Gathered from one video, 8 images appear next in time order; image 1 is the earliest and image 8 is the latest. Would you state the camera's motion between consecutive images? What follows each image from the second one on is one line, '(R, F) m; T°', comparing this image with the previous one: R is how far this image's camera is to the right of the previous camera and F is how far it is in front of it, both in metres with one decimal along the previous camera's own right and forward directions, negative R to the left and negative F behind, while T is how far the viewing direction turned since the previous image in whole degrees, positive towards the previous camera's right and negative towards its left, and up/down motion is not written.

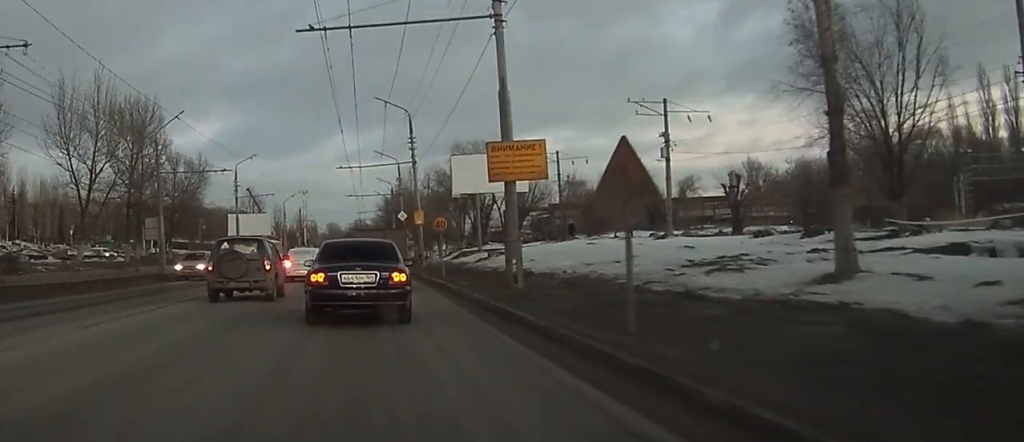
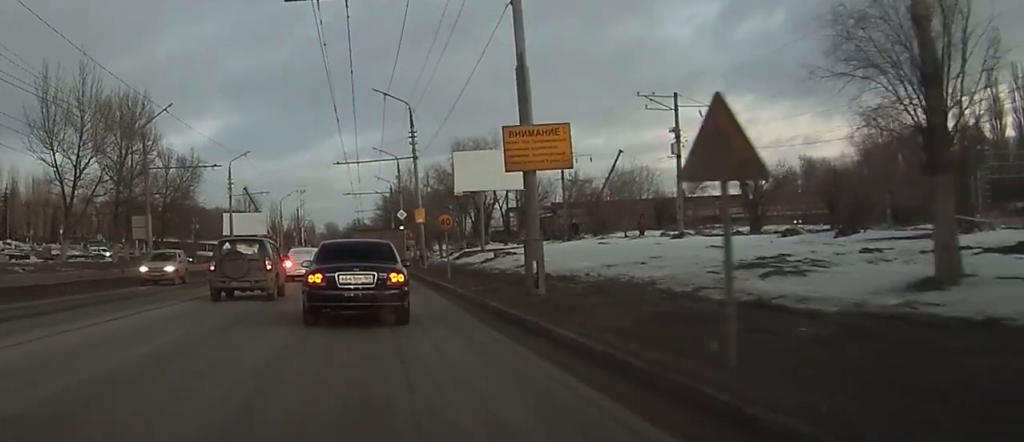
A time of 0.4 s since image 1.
(0.0, +3.3) m; 0°
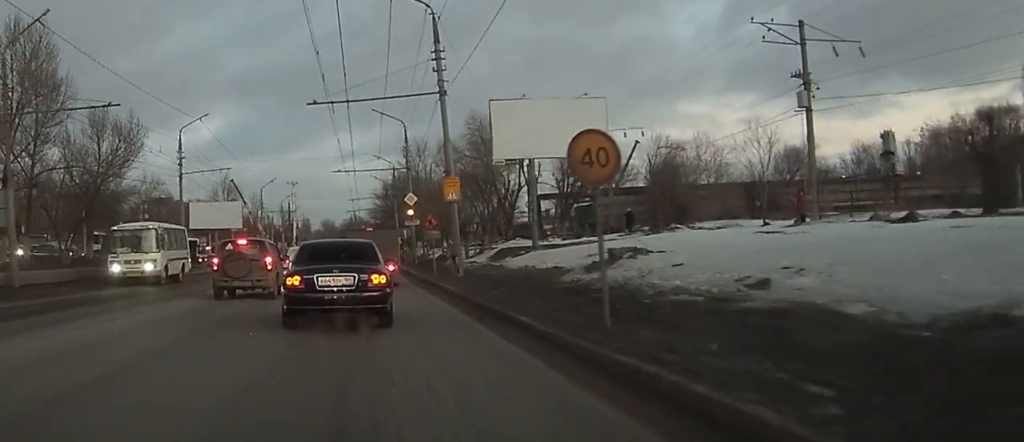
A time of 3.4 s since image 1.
(+0.4, +22.9) m; +2°
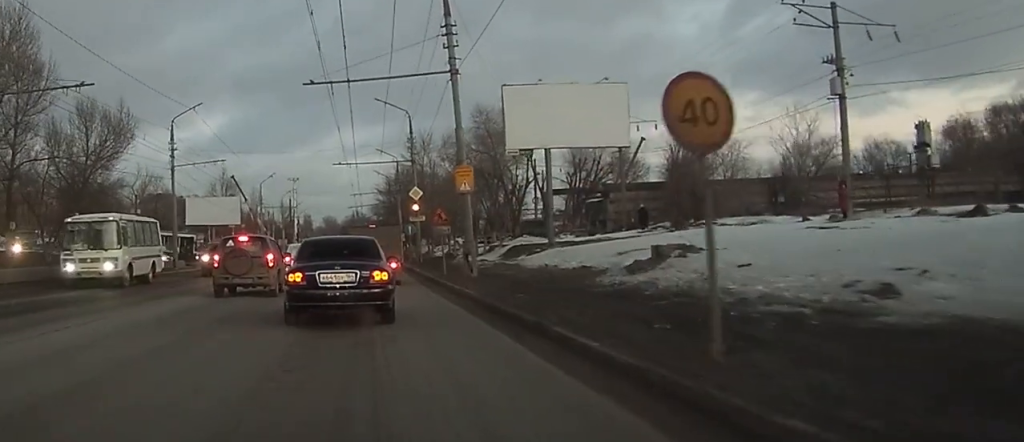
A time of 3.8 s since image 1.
(0.0, +3.5) m; 0°
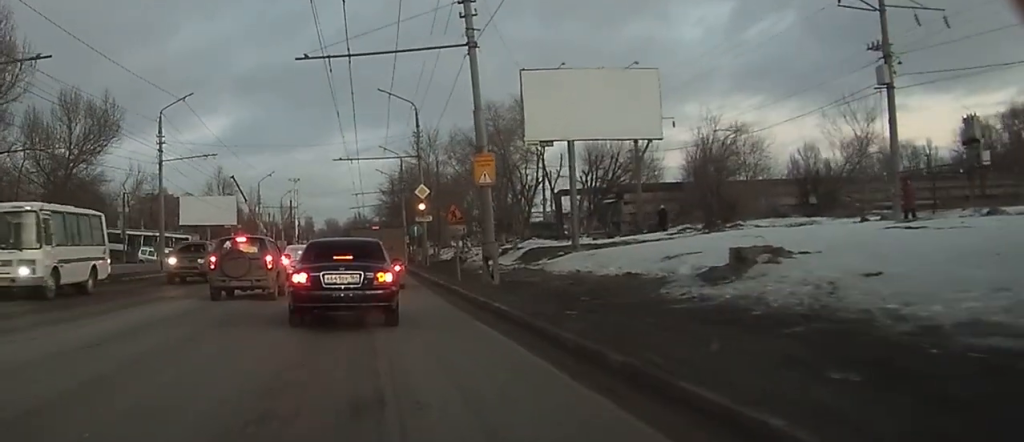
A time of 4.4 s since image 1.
(+0.1, +4.4) m; 0°
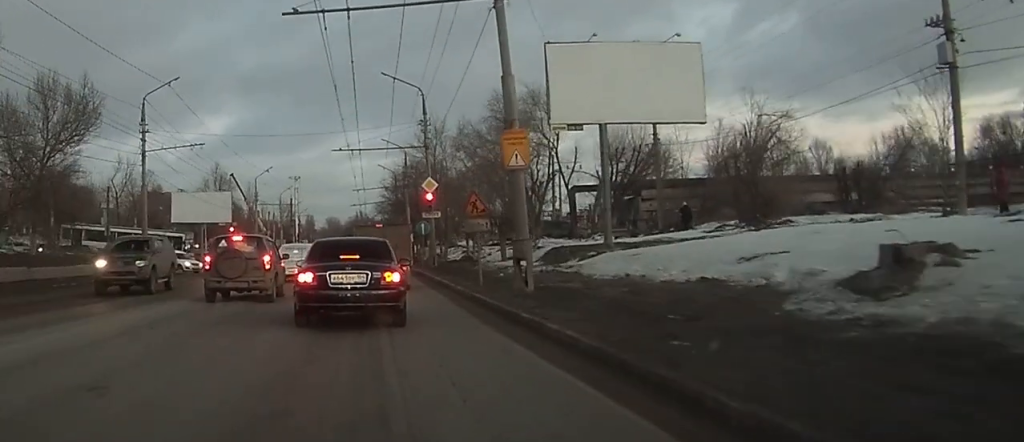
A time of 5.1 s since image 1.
(0.0, +5.0) m; 0°
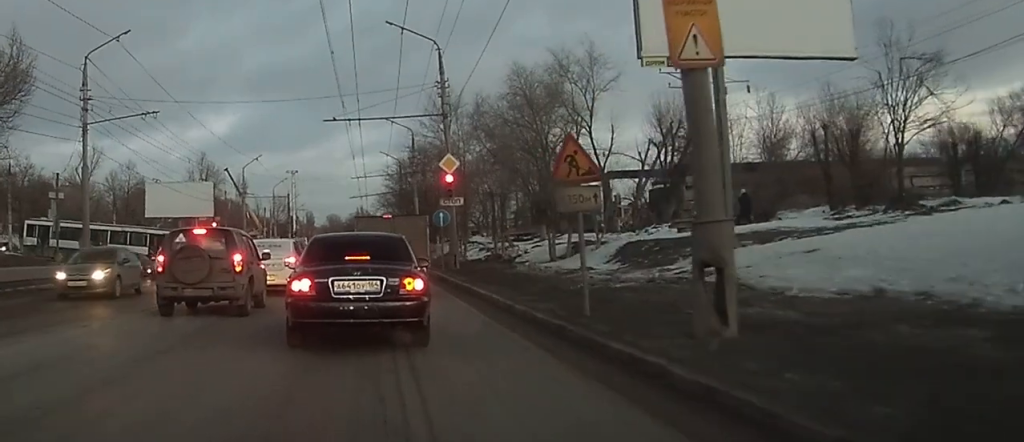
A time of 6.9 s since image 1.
(0.0, +11.7) m; +1°
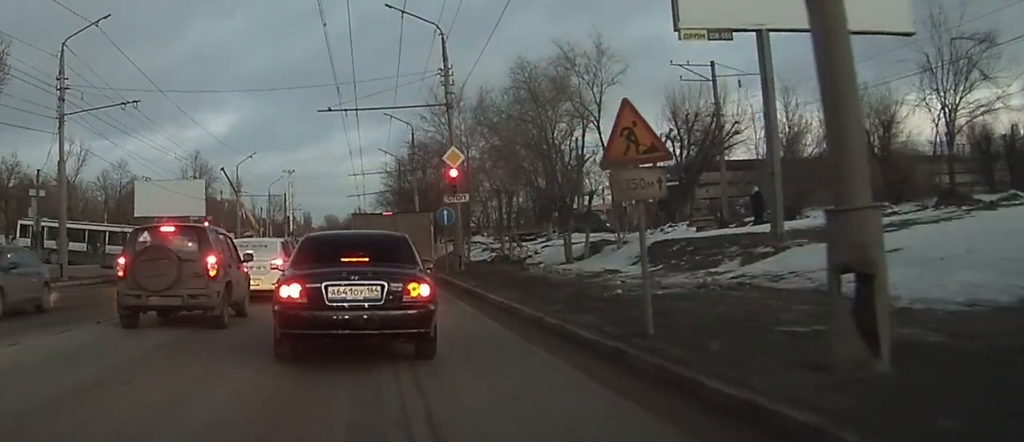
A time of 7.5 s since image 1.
(0.0, +3.4) m; +1°
